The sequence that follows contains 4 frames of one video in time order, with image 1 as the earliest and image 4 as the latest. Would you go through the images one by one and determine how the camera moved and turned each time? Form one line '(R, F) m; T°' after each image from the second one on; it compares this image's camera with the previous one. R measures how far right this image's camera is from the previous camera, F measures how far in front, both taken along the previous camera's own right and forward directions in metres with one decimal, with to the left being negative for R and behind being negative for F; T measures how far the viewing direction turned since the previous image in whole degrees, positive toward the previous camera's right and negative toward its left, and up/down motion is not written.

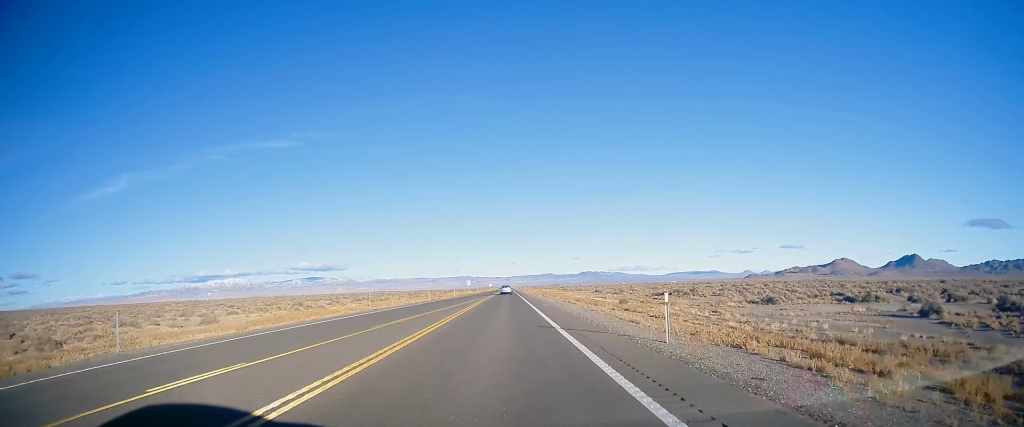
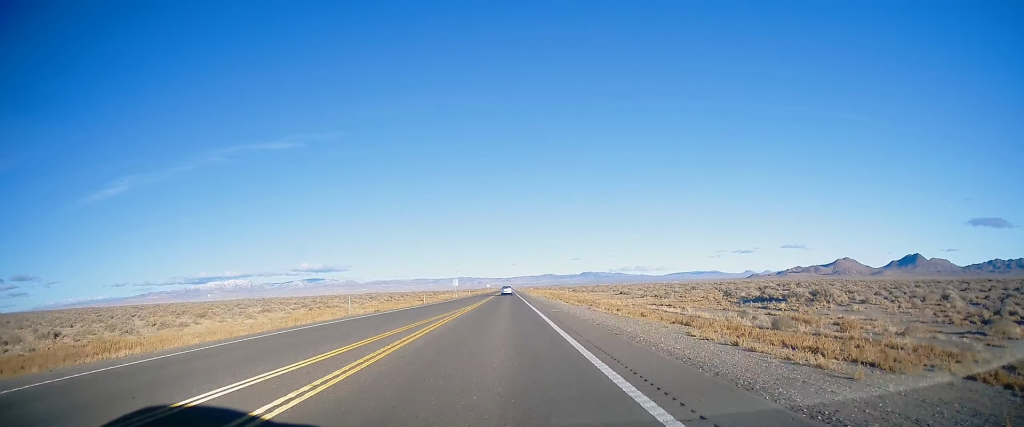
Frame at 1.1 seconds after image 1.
(-0.2, +37.9) m; 0°
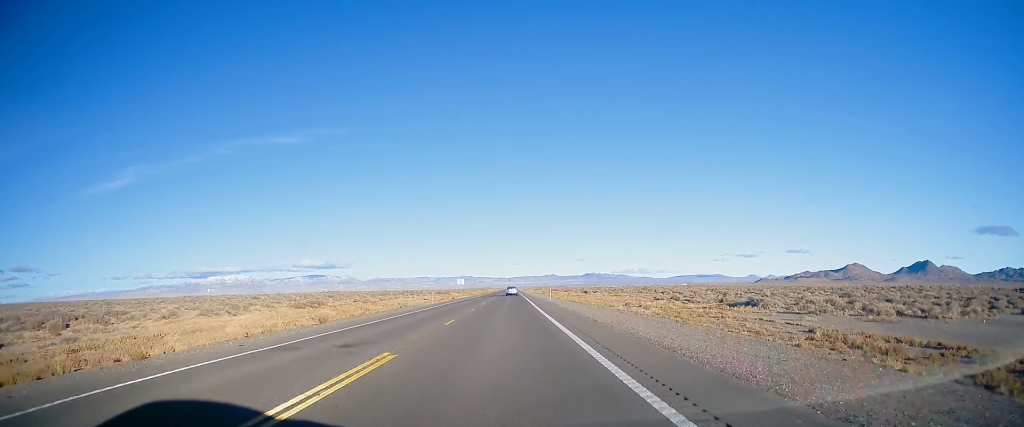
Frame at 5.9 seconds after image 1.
(0.0, +158.8) m; 0°
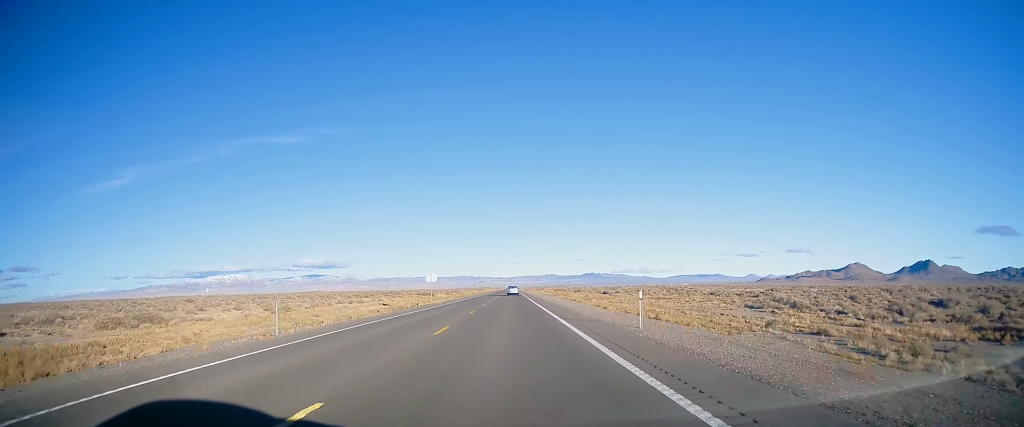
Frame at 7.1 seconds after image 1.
(-0.4, +40.8) m; -1°
